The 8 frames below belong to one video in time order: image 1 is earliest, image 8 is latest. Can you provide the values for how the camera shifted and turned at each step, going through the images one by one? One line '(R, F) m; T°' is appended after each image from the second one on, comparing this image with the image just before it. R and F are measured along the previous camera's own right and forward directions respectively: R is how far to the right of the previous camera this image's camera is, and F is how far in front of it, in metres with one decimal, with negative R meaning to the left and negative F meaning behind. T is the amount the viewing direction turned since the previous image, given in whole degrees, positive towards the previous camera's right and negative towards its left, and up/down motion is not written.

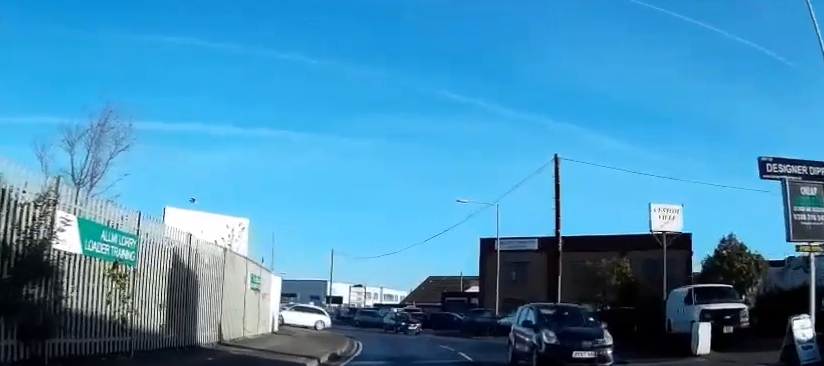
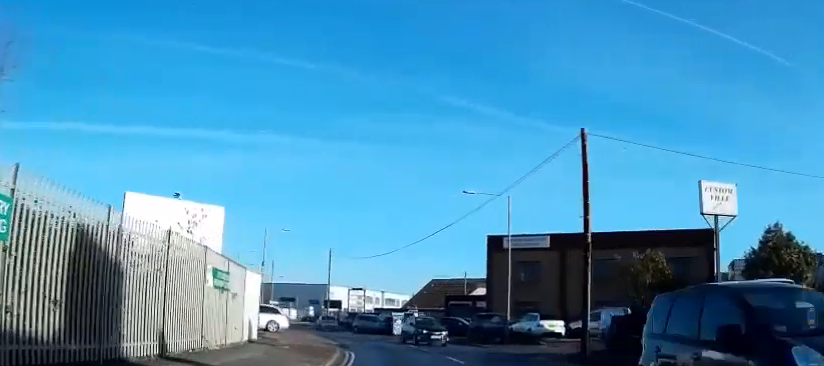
(+0.1, +3.8) m; -2°
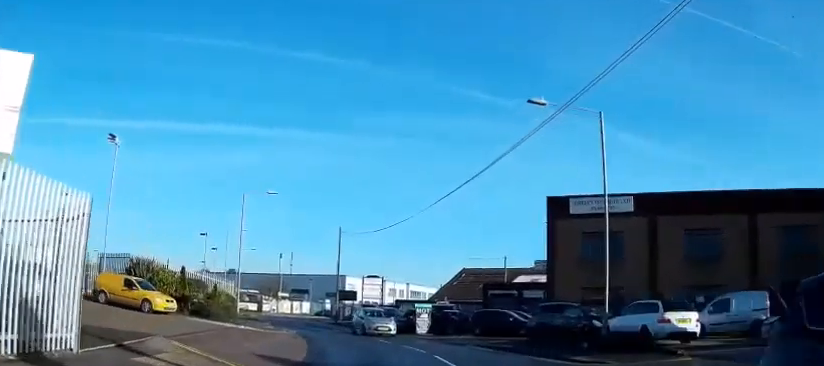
(-0.8, +13.6) m; -4°
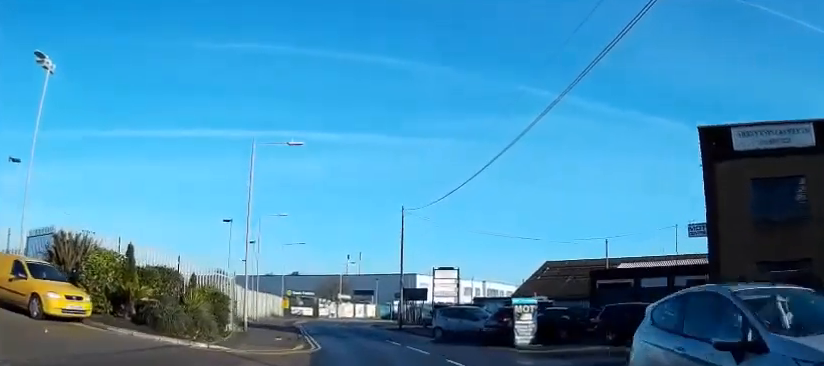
(0.0, +12.3) m; 0°
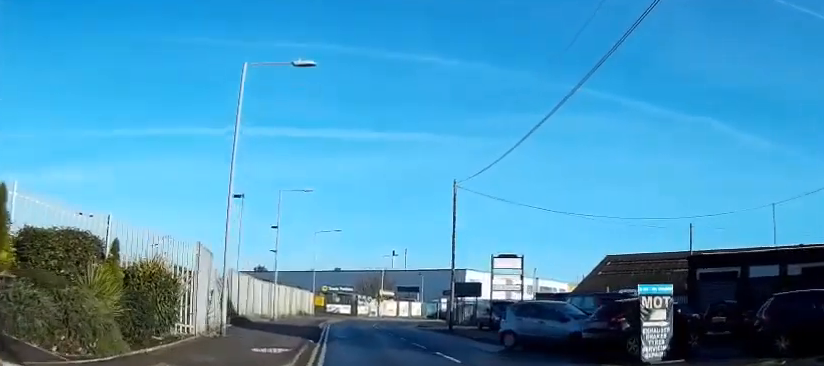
(0.0, +8.4) m; 0°
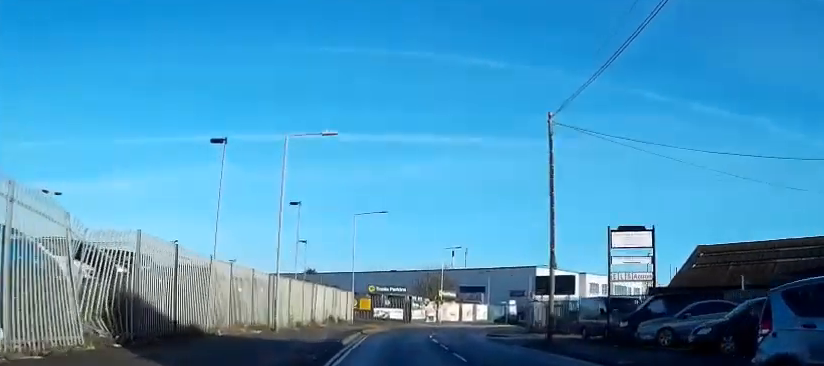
(-0.7, +13.2) m; -8°
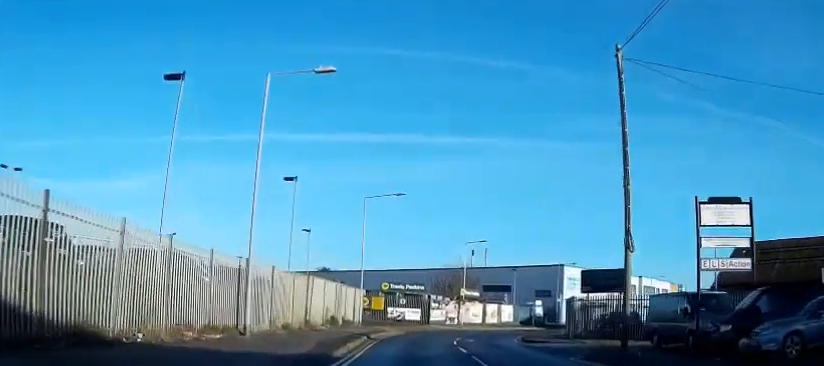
(-0.3, +6.8) m; -3°
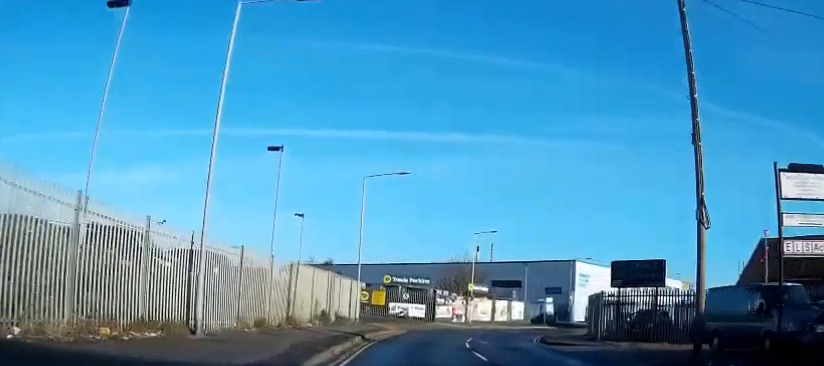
(-0.1, +4.5) m; 0°
